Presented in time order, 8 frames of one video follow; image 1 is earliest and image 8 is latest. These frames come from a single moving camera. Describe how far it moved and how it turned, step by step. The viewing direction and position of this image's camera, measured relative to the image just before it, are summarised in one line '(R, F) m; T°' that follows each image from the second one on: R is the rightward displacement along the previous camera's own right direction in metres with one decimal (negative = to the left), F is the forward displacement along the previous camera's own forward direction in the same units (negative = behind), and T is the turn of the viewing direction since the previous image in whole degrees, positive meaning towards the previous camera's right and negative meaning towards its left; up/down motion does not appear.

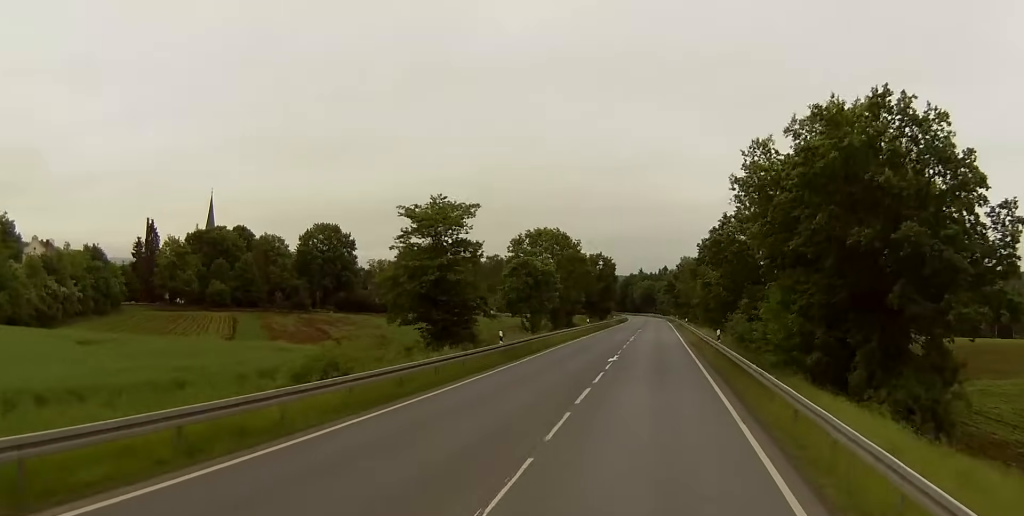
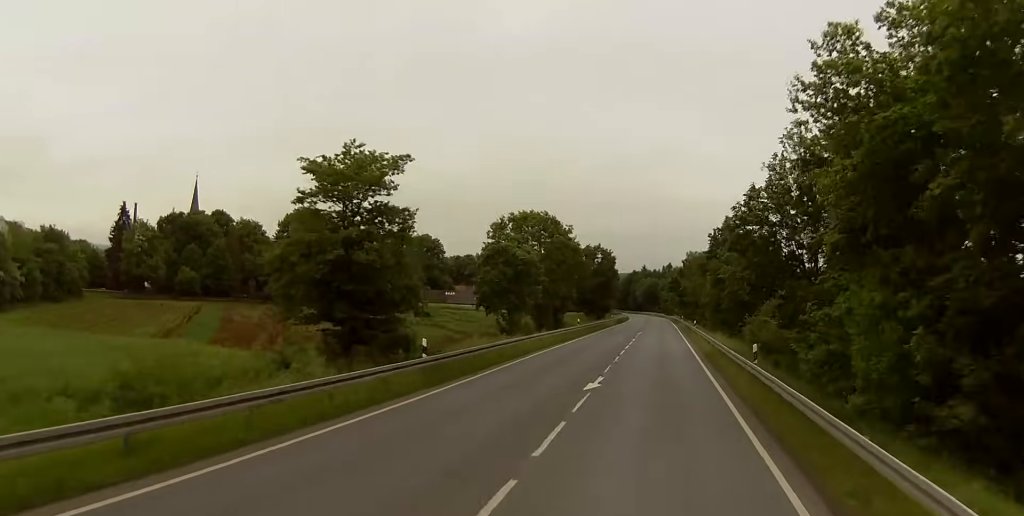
(-0.3, +13.7) m; -1°
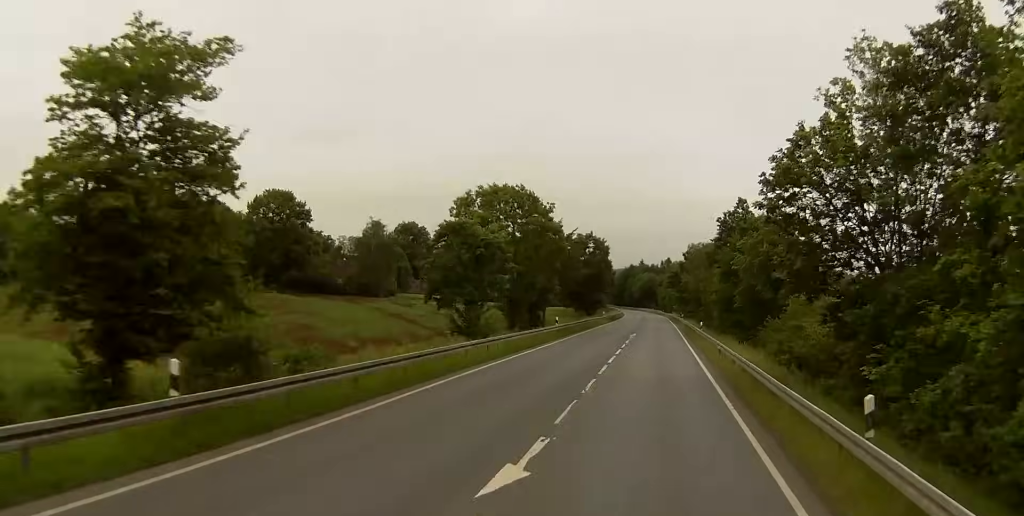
(-0.2, +14.3) m; 0°
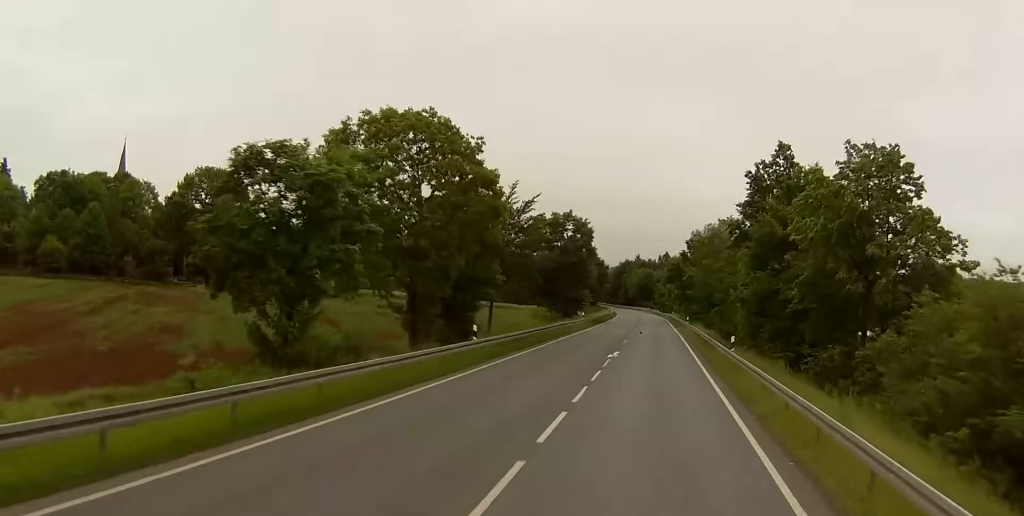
(+0.3, +26.2) m; +1°
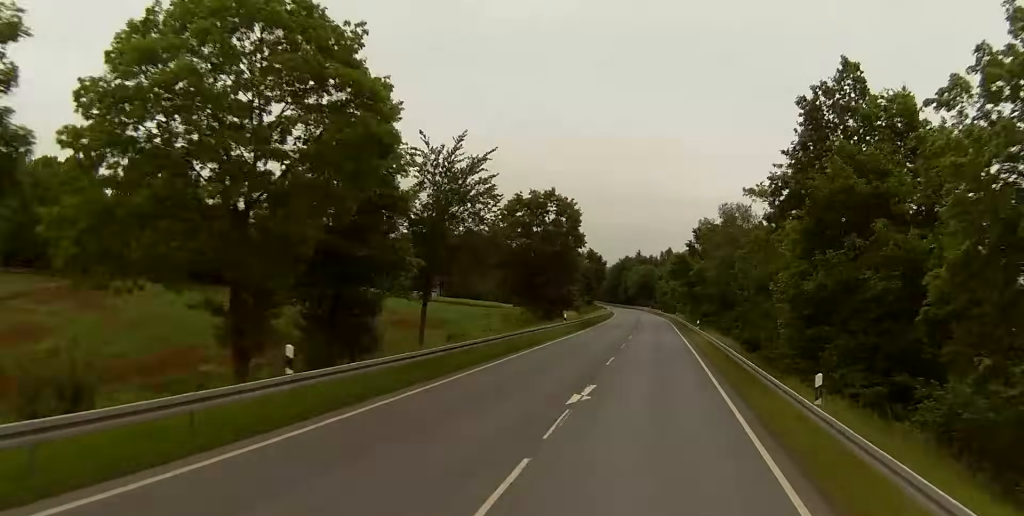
(0.0, +17.5) m; 0°
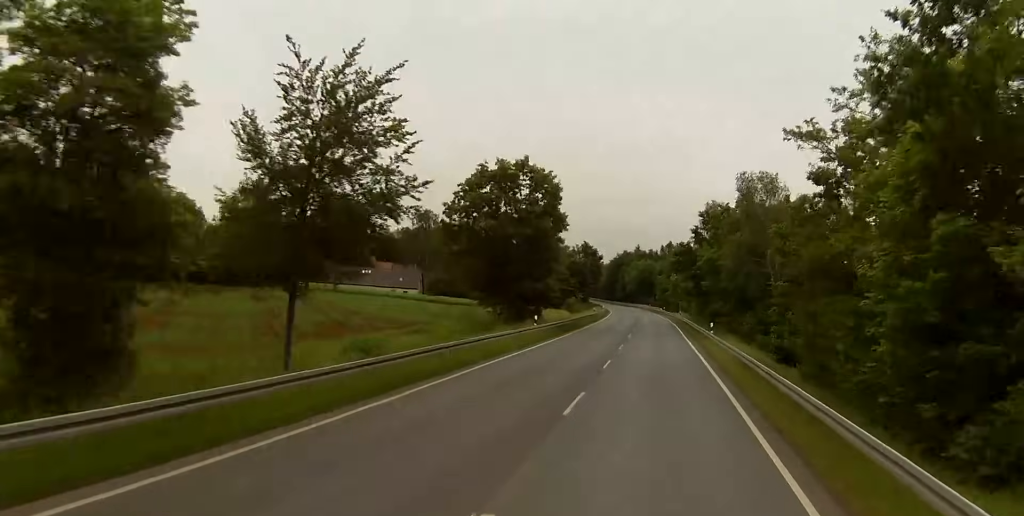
(0.0, +15.7) m; 0°
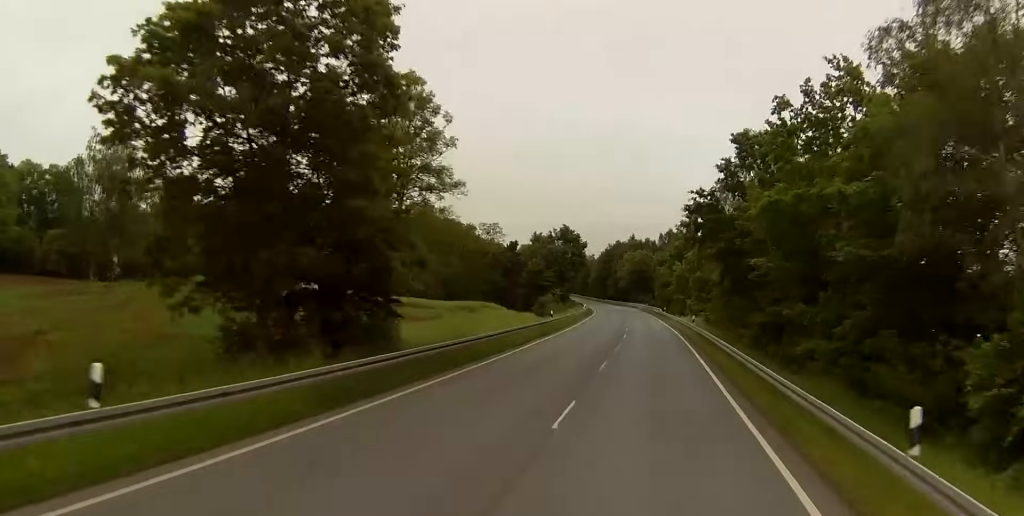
(-0.4, +39.2) m; -1°
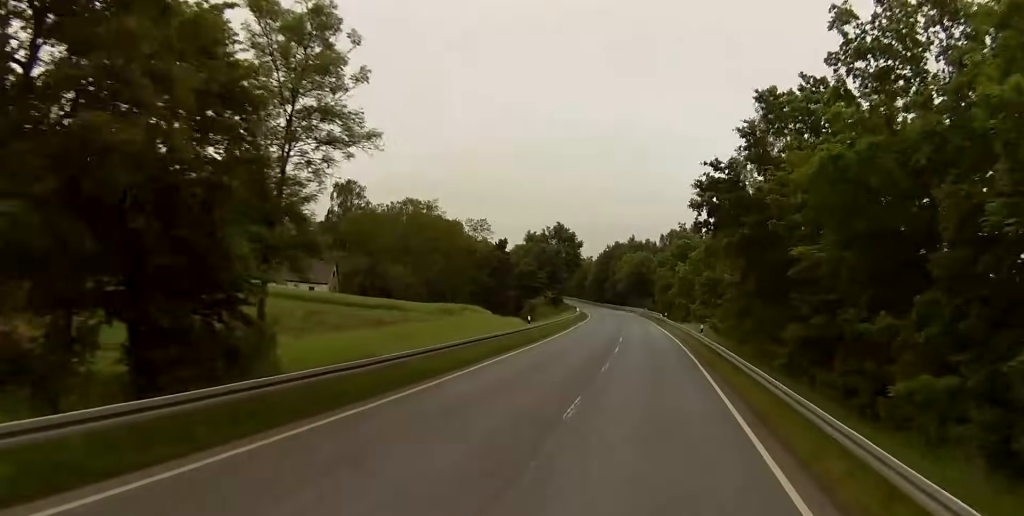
(0.0, +10.8) m; 0°
